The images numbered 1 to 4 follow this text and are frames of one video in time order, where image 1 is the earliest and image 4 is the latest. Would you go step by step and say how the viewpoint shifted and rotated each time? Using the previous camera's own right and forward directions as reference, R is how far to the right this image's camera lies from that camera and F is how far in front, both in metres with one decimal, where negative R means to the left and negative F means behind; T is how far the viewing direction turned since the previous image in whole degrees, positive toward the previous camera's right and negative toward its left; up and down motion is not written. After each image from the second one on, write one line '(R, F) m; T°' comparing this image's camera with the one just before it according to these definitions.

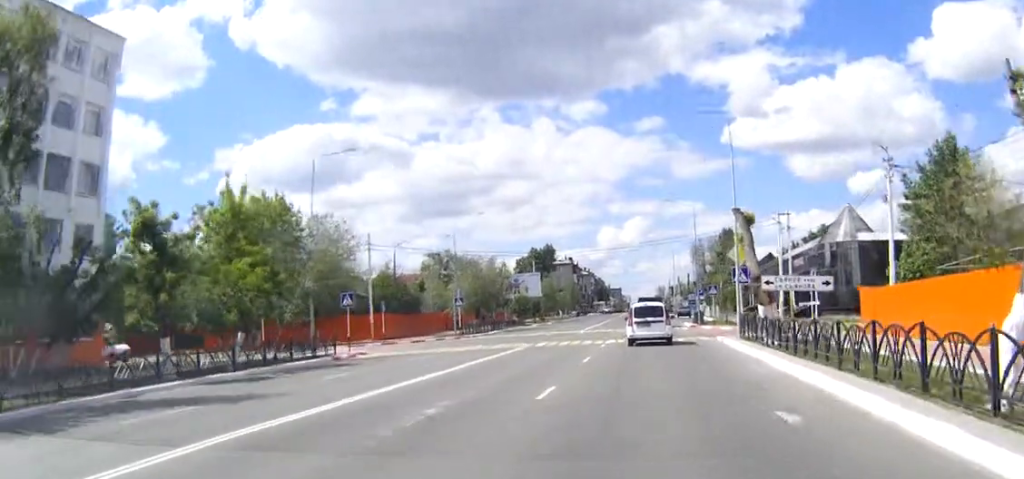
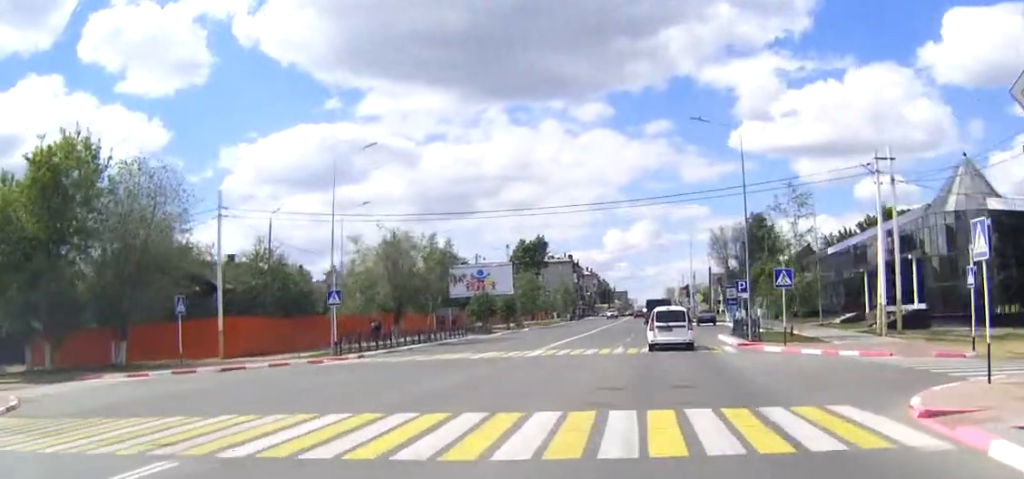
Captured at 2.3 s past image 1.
(-0.4, +27.8) m; -1°
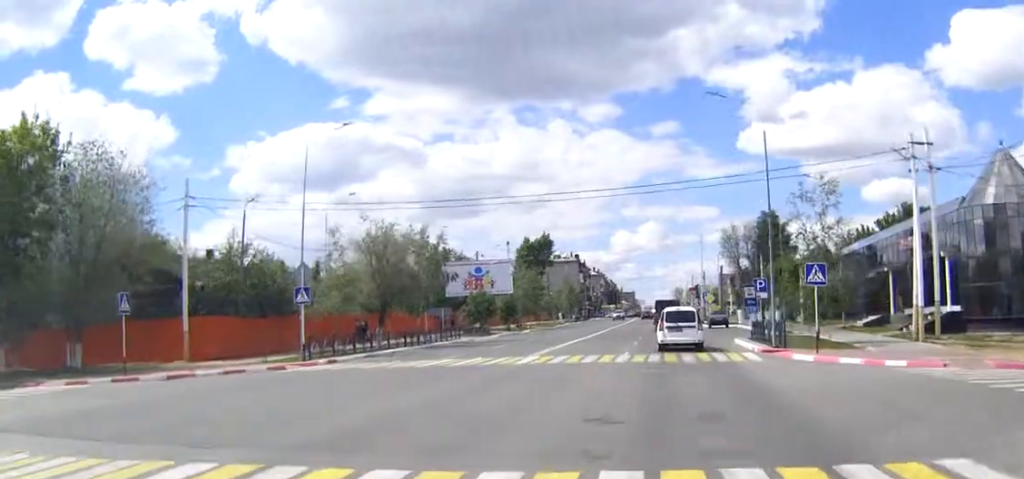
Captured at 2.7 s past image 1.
(0.0, +4.6) m; 0°
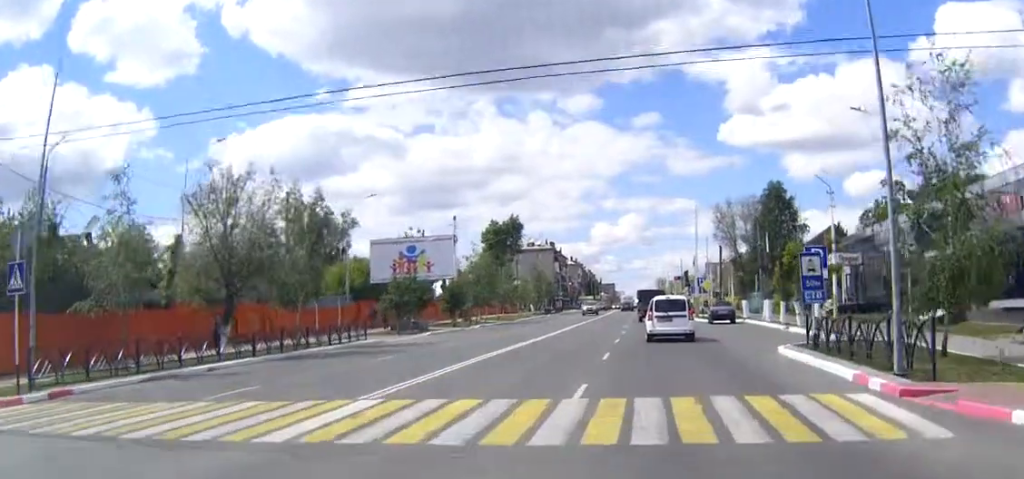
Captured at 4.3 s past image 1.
(+0.2, +17.1) m; +2°
